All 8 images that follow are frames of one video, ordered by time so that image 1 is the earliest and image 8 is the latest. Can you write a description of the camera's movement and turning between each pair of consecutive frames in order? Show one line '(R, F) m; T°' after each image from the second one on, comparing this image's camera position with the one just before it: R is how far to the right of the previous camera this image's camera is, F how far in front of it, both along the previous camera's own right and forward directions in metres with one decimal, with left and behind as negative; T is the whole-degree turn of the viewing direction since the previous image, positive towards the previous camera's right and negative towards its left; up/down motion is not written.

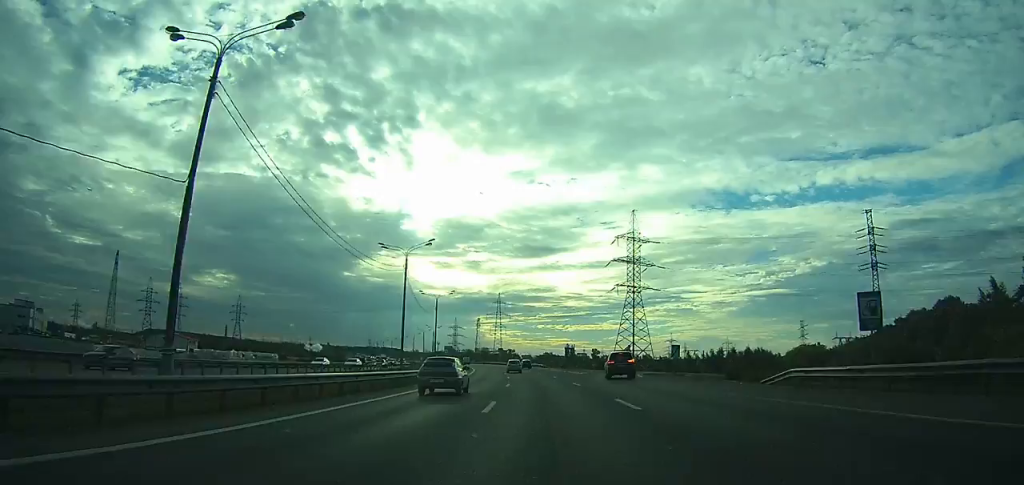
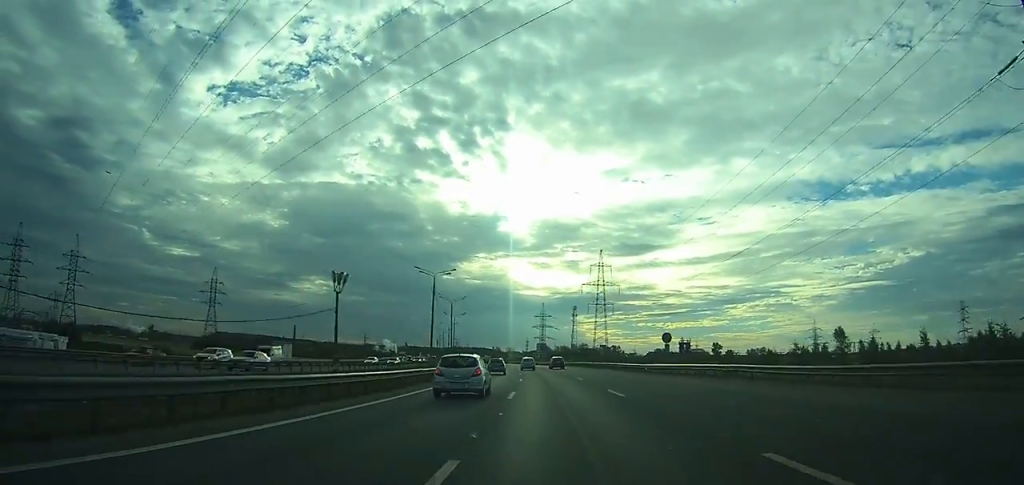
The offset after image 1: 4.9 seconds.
(-10.8, +130.9) m; -9°
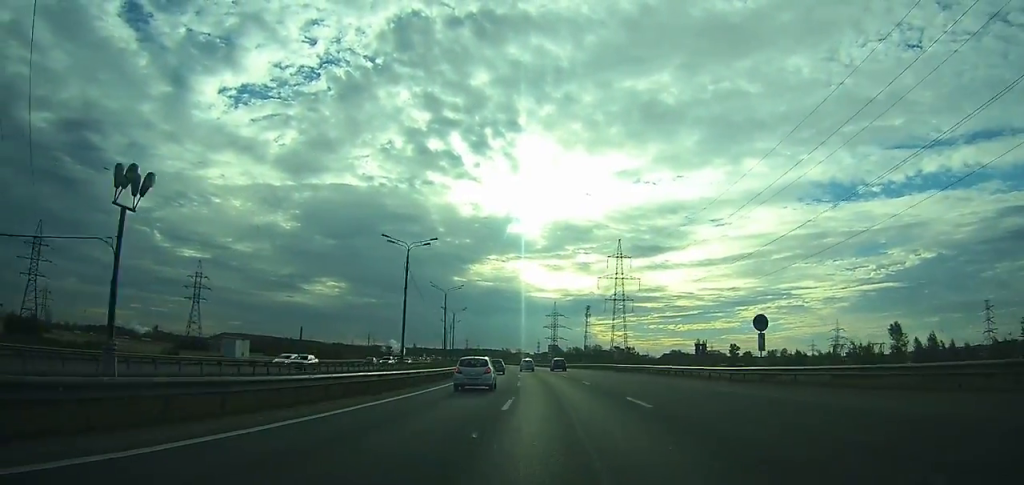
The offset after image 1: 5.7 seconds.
(-0.2, +21.4) m; -1°
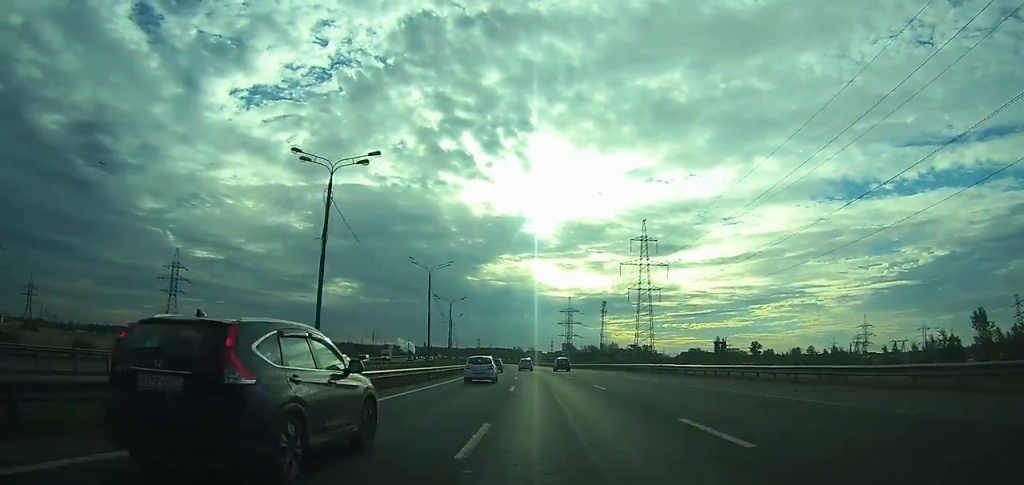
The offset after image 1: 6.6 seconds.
(-0.5, +23.8) m; -2°
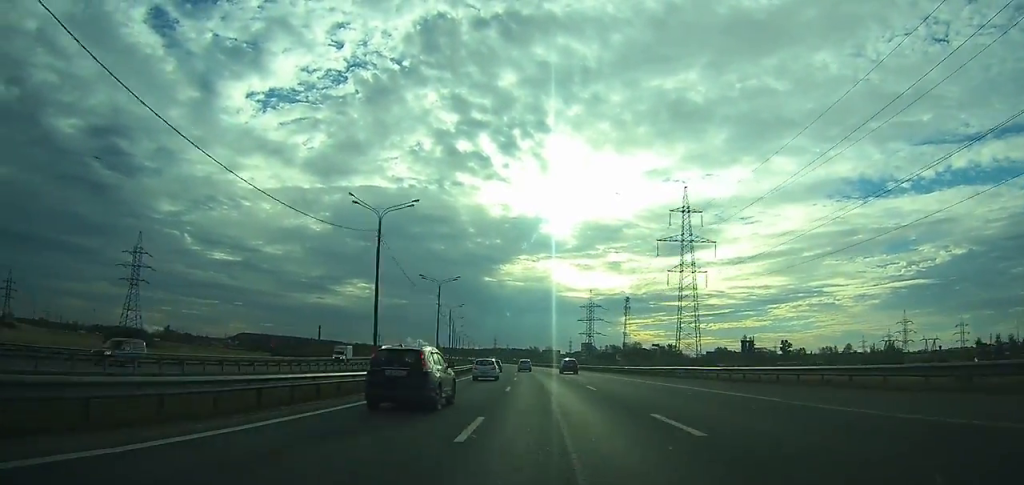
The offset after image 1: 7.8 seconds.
(-0.4, +30.4) m; -2°
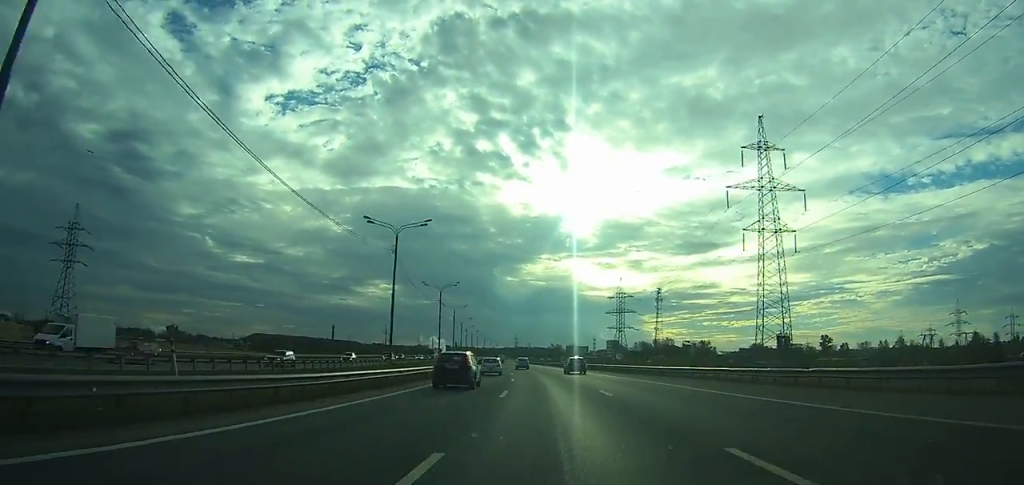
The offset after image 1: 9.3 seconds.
(-0.8, +36.7) m; -2°
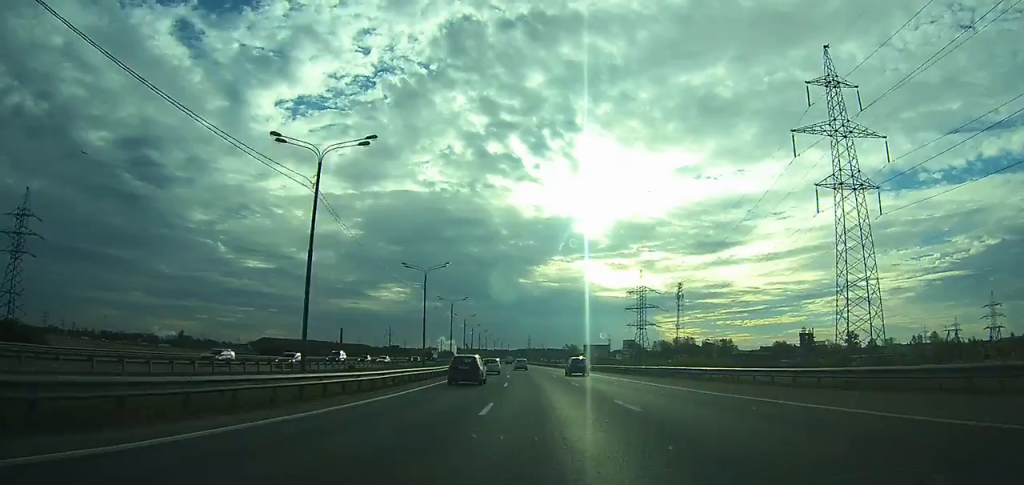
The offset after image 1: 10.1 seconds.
(-0.3, +20.4) m; -1°
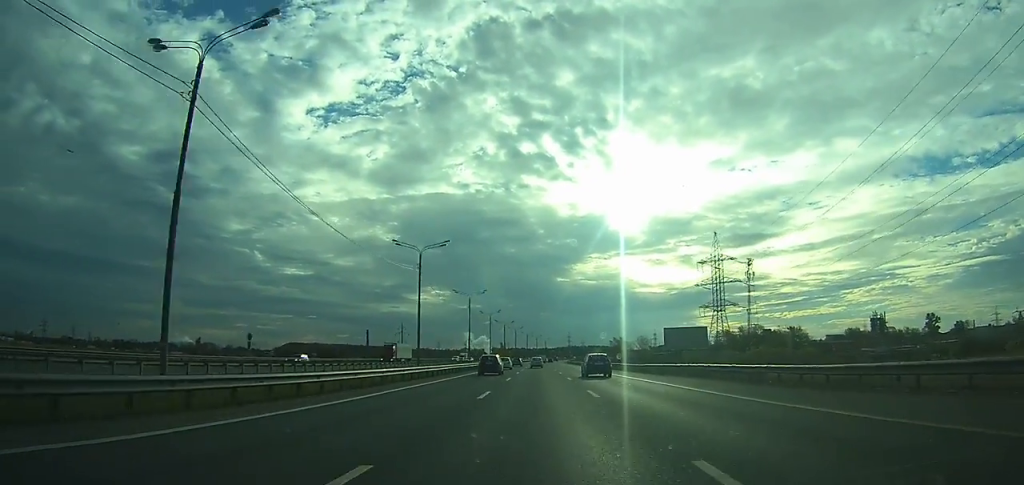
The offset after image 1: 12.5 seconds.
(-1.4, +54.5) m; -3°
